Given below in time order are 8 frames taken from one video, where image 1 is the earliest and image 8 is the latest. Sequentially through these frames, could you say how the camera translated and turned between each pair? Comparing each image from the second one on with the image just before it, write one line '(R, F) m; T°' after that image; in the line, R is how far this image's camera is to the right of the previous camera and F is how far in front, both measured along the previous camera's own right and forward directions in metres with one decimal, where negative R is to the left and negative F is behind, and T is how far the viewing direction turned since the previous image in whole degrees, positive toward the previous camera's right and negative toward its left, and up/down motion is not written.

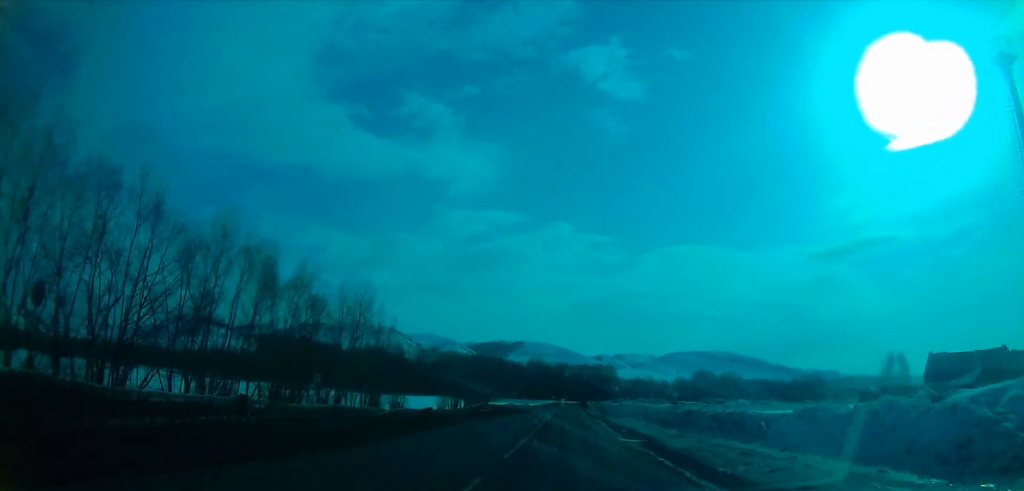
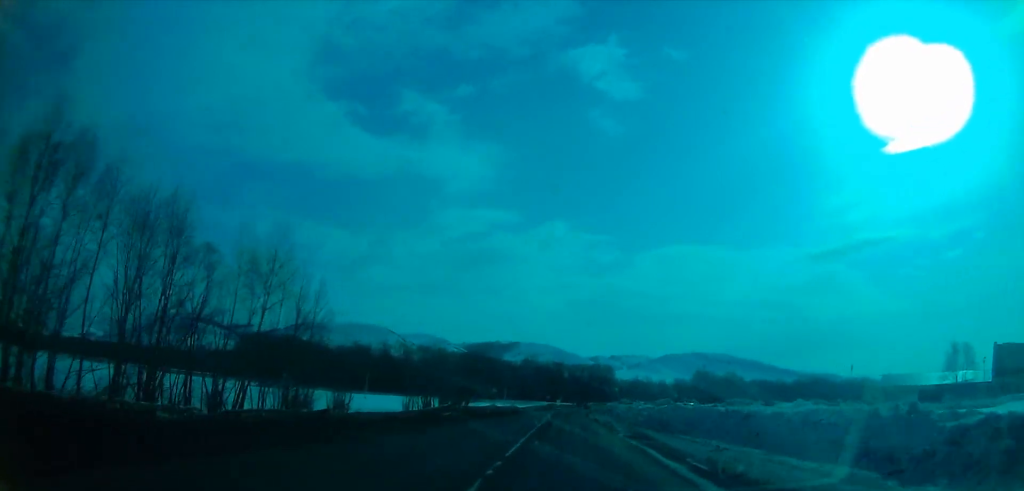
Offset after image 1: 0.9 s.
(+0.4, +17.9) m; 0°
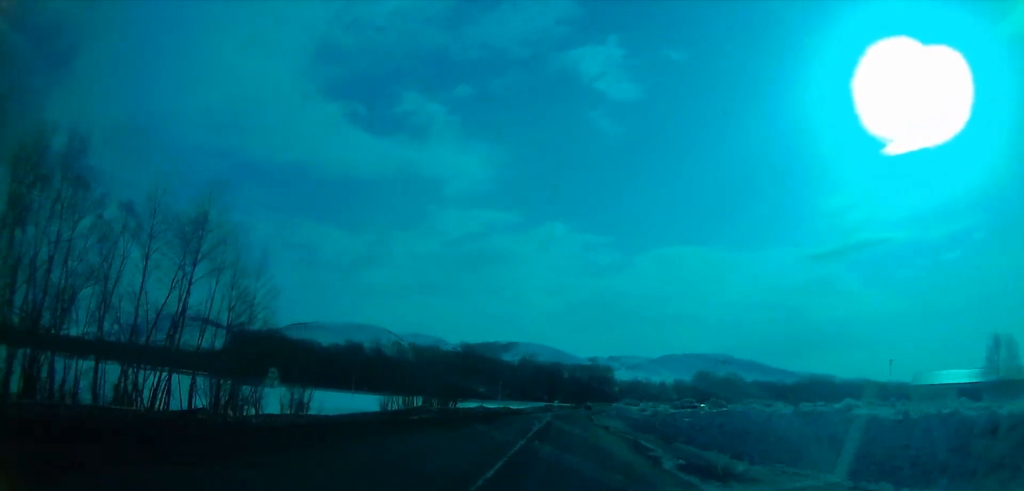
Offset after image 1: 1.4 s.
(+0.2, +8.9) m; -1°
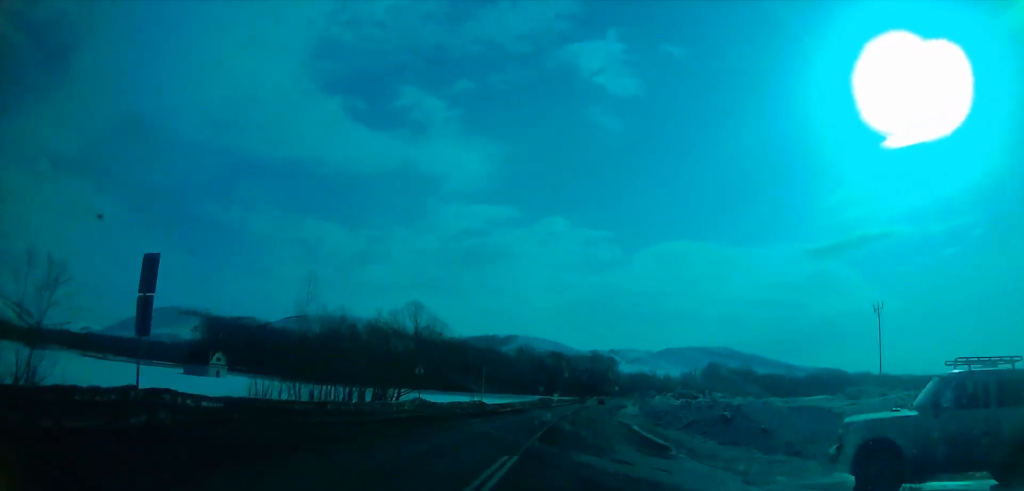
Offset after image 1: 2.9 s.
(-1.5, +33.9) m; 0°
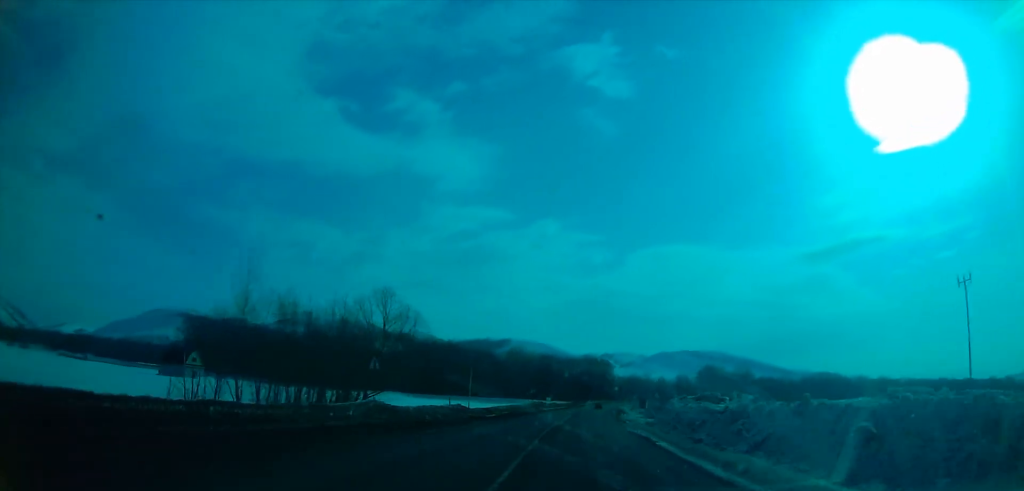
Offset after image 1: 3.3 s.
(-0.3, +9.8) m; +1°
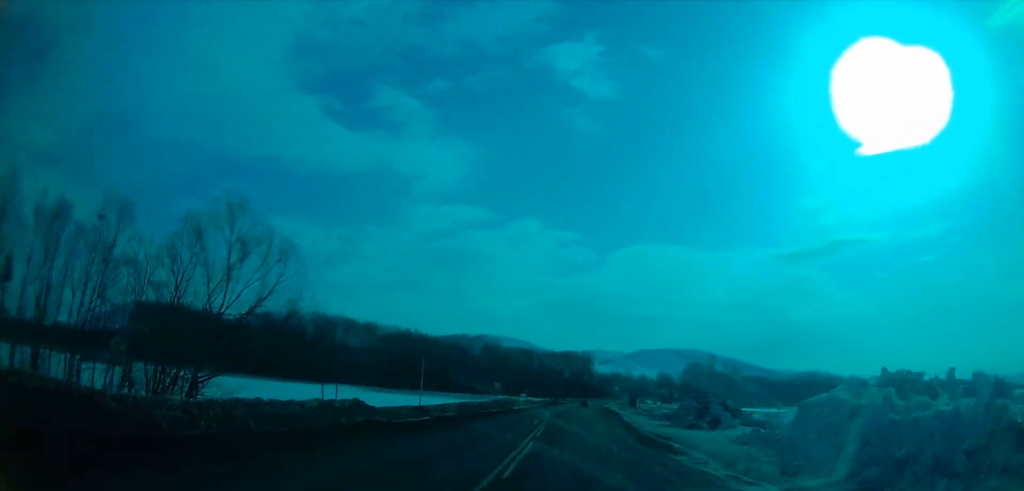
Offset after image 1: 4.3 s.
(+1.5, +27.9) m; +3°
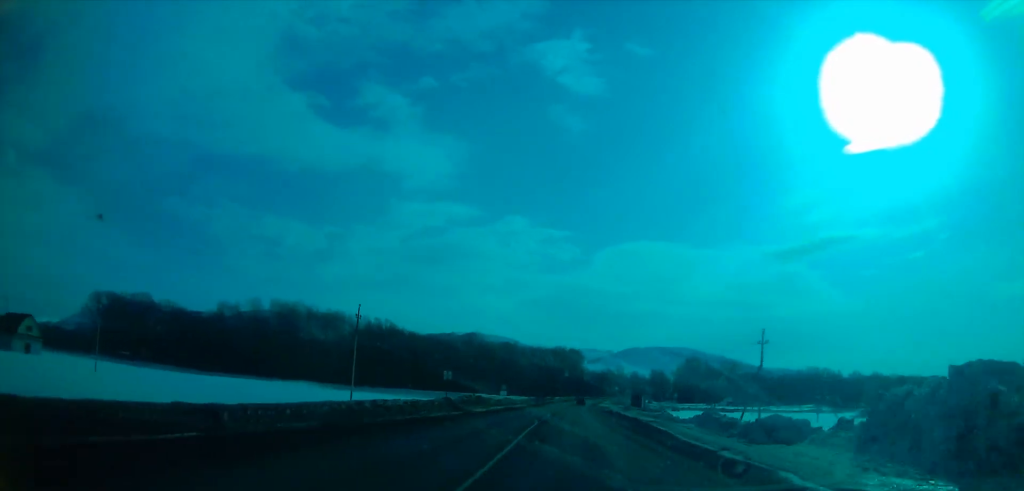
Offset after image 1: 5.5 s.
(+0.1, +33.0) m; 0°
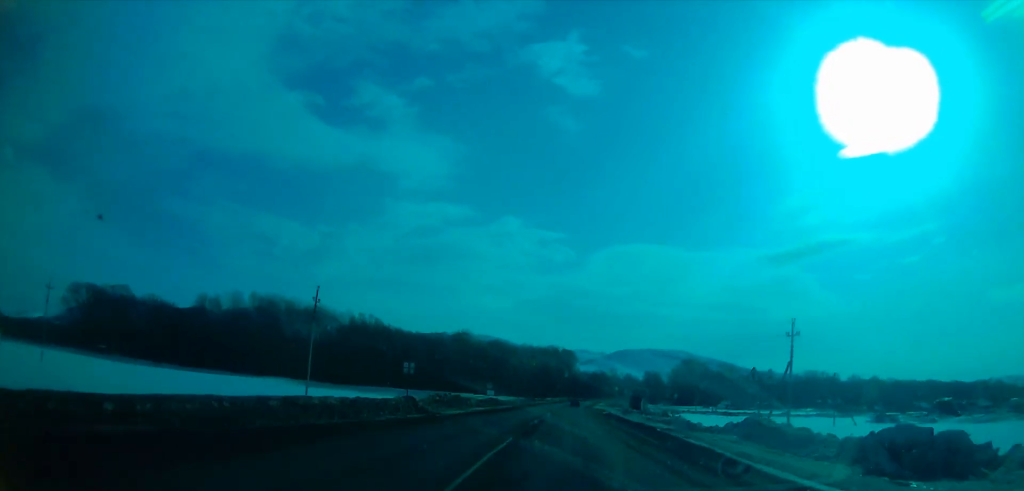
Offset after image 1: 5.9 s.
(0.0, +13.0) m; 0°
